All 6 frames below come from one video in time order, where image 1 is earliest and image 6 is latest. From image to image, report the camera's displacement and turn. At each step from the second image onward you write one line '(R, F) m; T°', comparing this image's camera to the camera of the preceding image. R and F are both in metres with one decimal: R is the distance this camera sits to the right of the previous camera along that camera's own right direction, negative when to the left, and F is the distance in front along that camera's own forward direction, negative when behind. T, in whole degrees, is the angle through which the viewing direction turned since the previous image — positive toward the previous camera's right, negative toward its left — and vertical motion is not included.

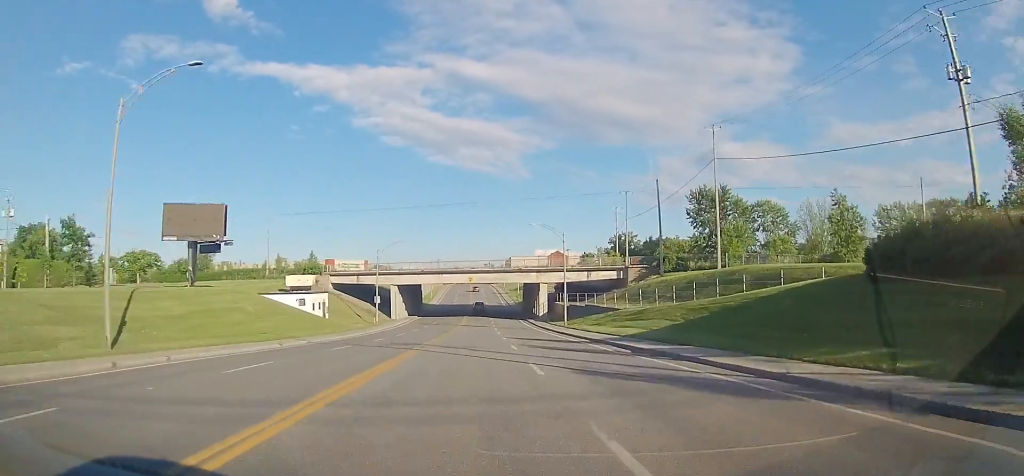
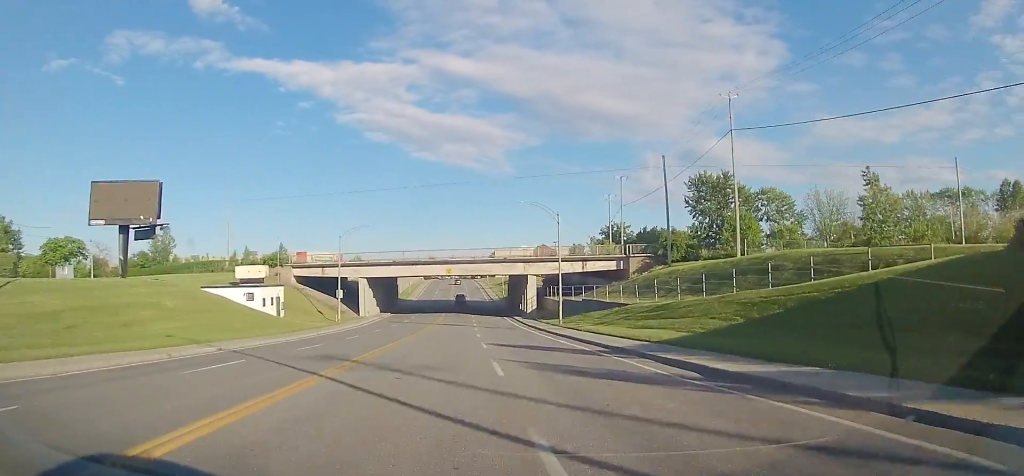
(0.0, +9.4) m; 0°
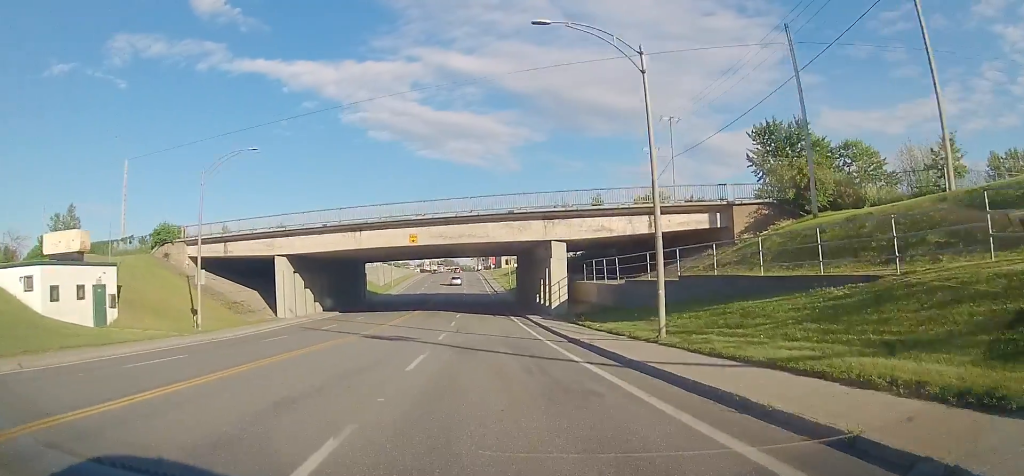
(-0.2, +28.4) m; -1°
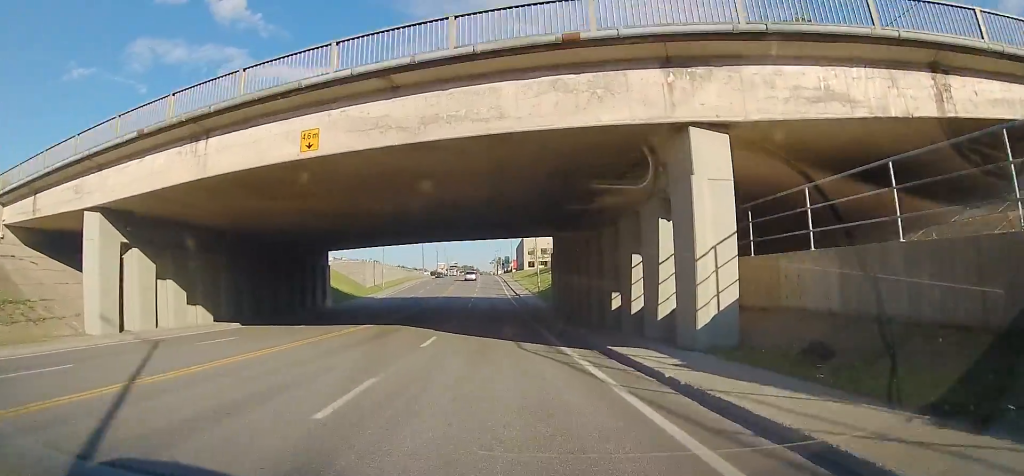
(-0.2, +24.5) m; -1°
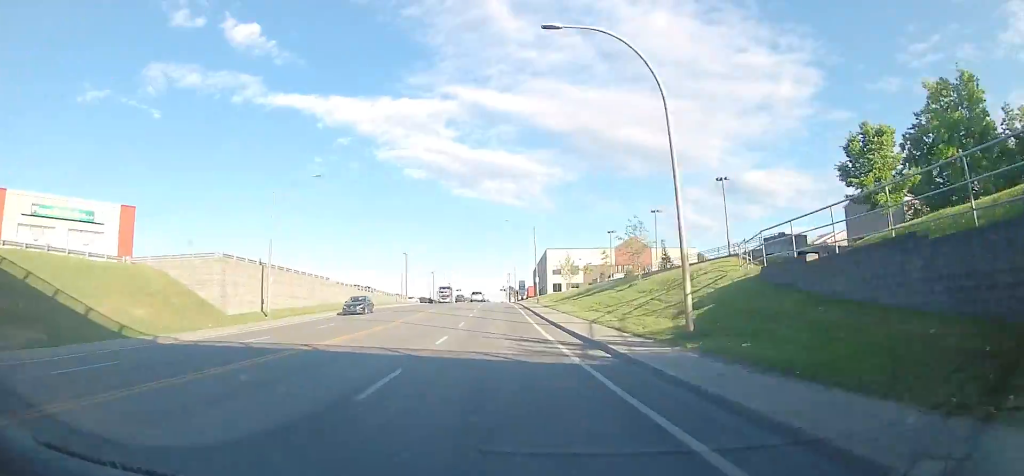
(-0.5, +46.2) m; -2°
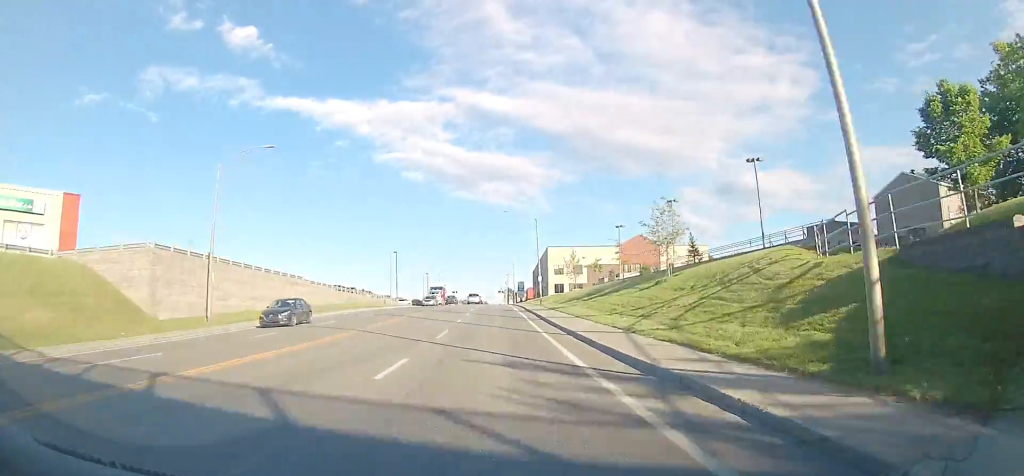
(0.0, +8.5) m; -1°
